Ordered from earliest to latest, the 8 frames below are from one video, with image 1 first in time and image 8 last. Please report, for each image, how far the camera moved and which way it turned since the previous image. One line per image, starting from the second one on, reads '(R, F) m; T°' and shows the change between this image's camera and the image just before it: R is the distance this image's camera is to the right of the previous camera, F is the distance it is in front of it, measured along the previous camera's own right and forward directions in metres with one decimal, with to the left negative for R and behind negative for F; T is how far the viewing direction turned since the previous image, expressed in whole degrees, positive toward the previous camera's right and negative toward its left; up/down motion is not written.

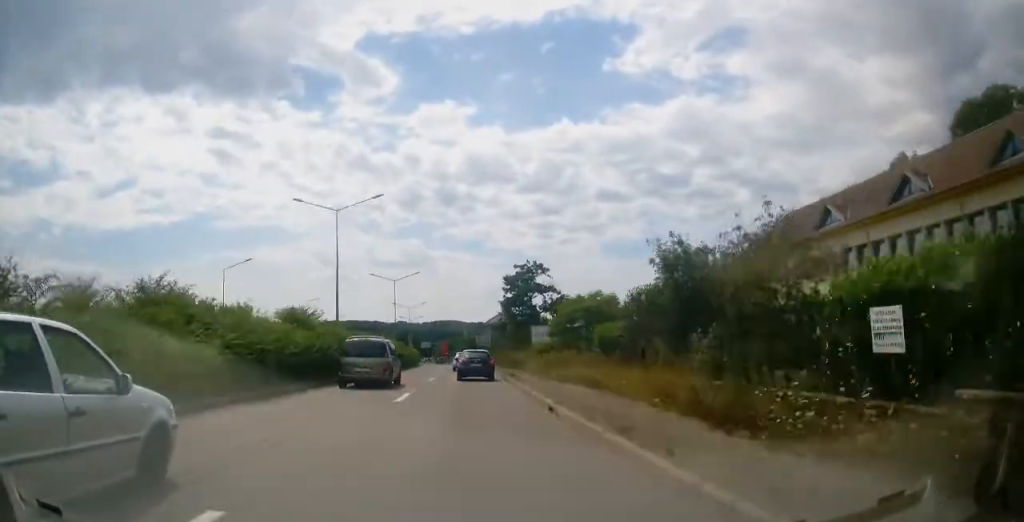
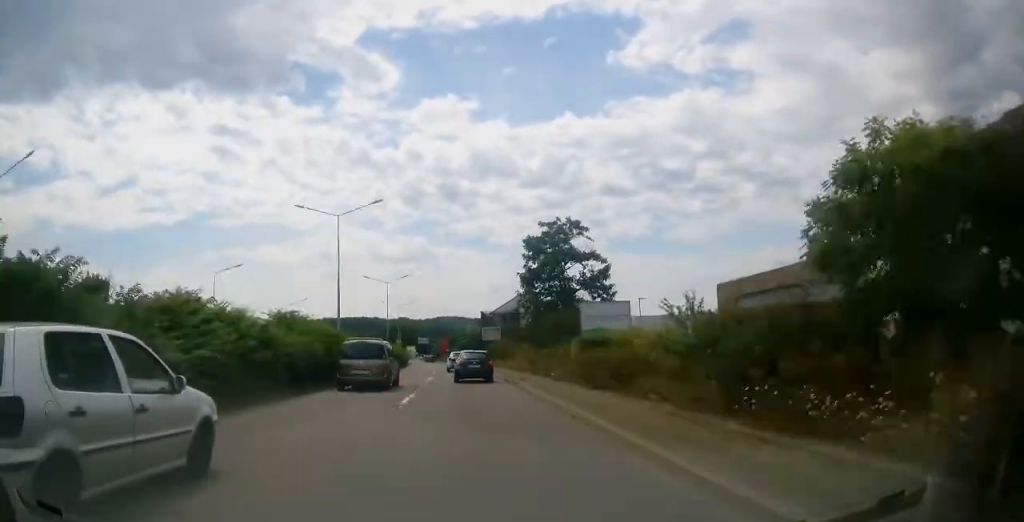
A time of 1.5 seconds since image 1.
(+0.6, +28.2) m; +1°
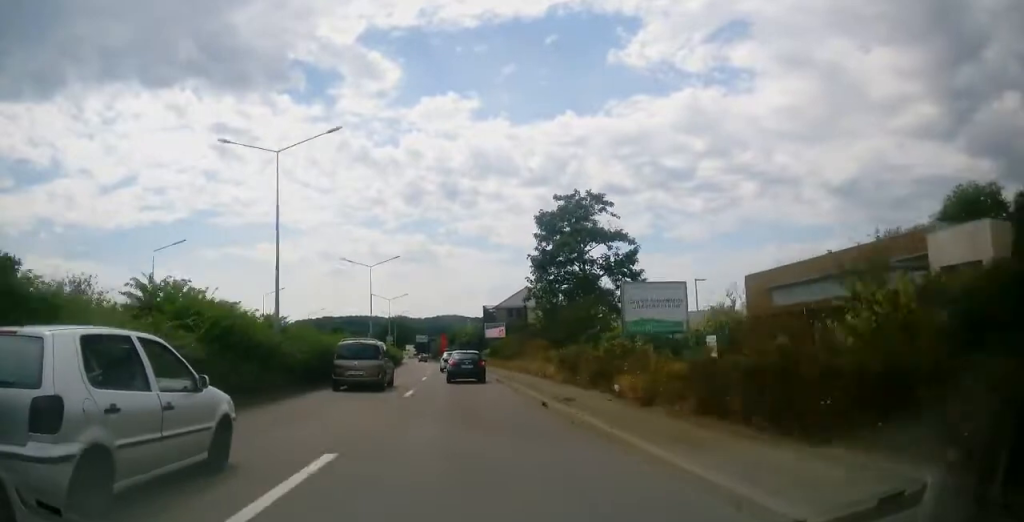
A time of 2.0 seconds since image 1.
(0.0, +10.5) m; -1°
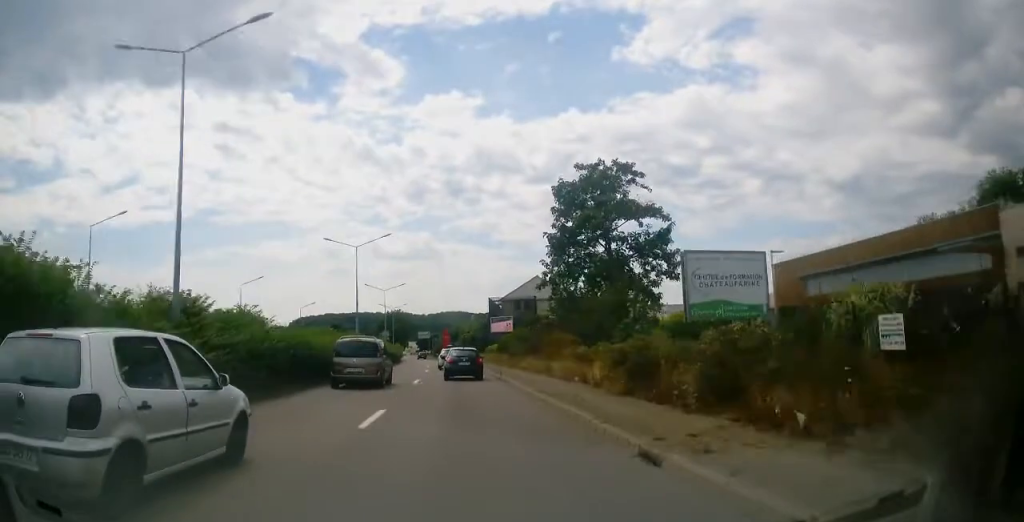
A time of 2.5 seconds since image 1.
(-0.2, +8.3) m; -1°
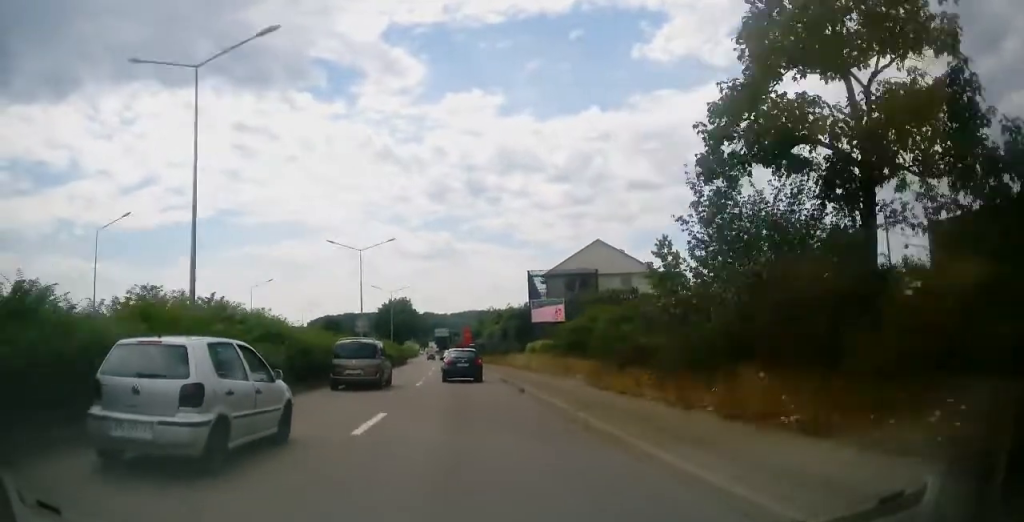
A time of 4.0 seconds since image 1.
(-0.5, +27.6) m; -1°
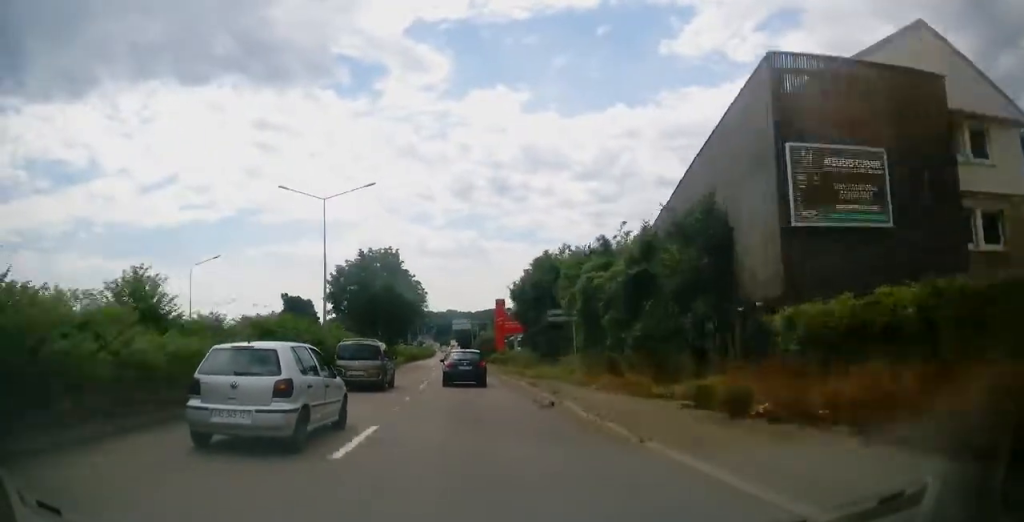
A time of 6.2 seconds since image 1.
(-1.1, +42.6) m; -4°
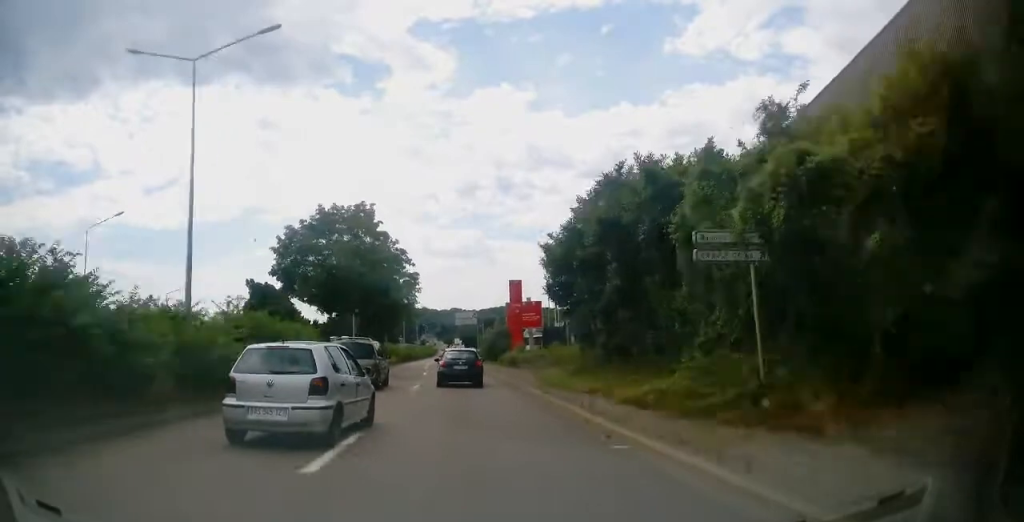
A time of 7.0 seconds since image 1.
(-0.3, +14.4) m; 0°
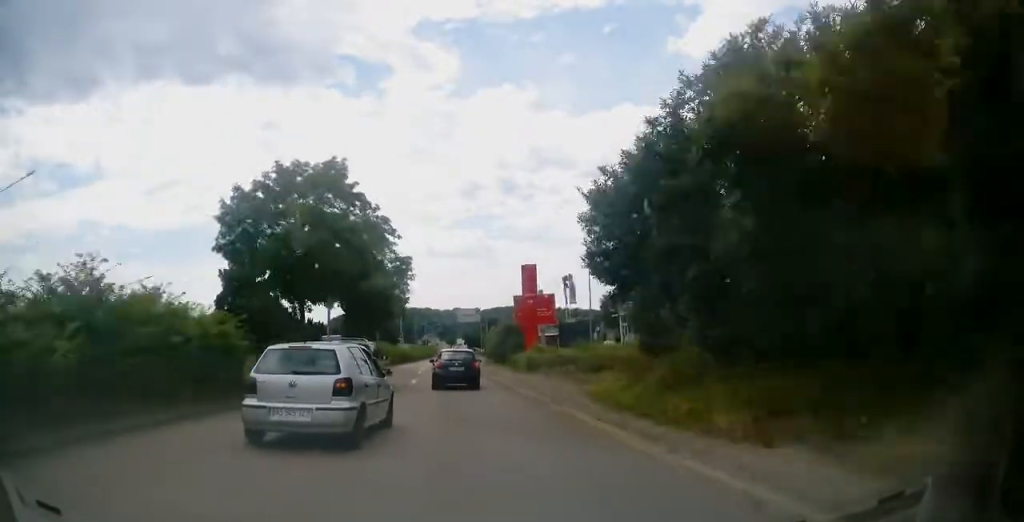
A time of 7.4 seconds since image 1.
(+0.4, +8.3) m; +1°
